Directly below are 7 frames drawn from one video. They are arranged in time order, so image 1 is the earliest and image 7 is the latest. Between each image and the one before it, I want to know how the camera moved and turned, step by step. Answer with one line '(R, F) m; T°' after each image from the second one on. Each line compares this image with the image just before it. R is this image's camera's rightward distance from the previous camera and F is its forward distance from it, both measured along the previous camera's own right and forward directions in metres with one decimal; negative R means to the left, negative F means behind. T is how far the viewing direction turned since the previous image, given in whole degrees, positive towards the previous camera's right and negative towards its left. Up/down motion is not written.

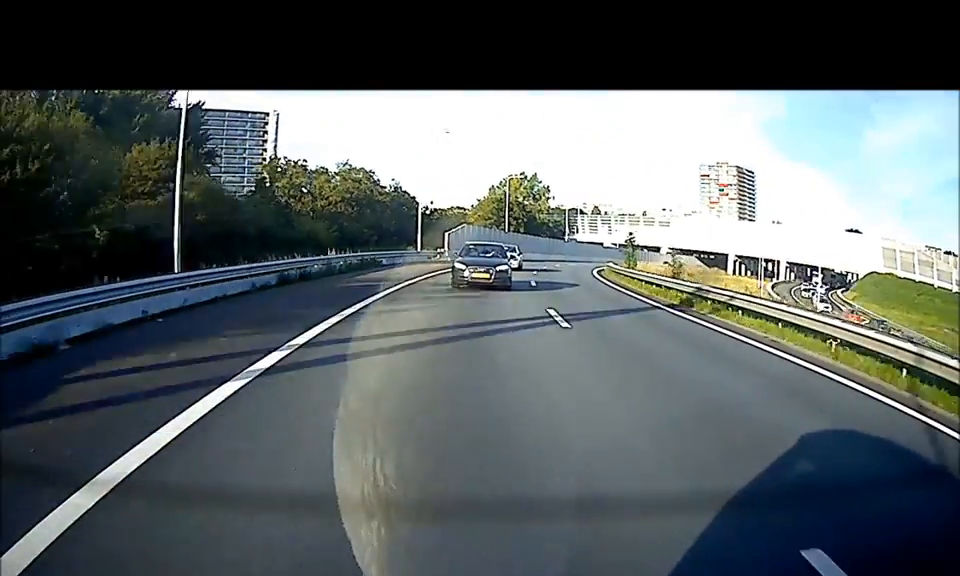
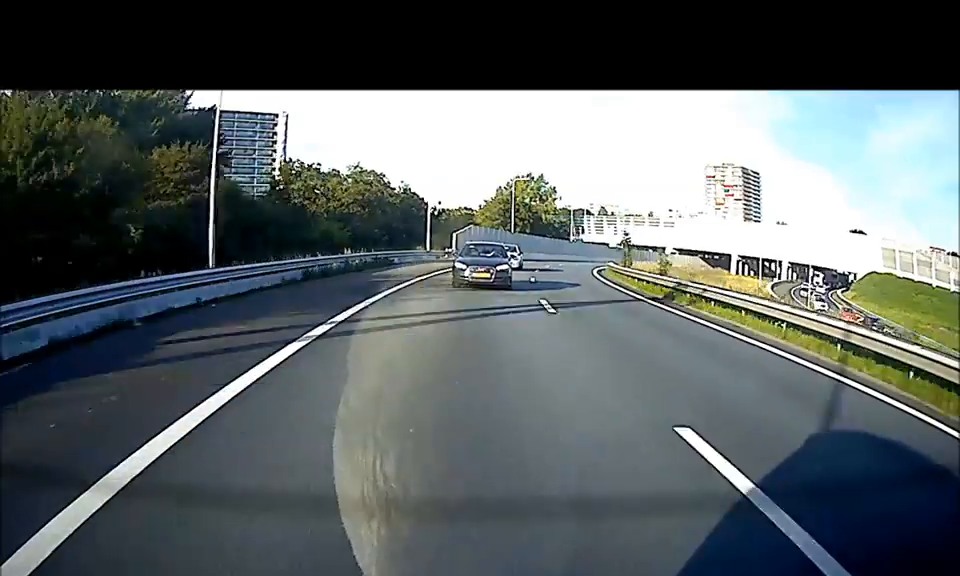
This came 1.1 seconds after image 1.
(-0.6, +20.9) m; -4°
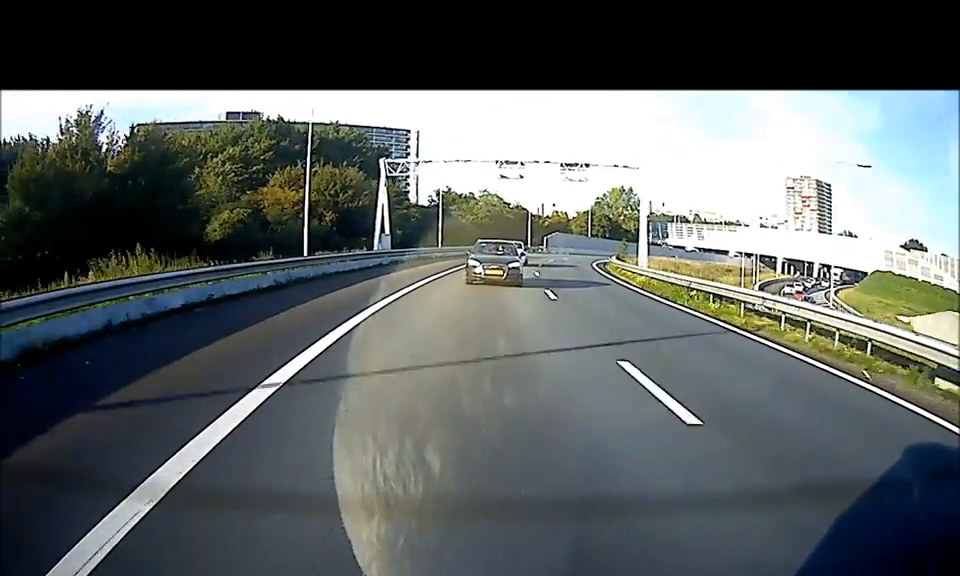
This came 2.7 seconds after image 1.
(-3.0, +33.1) m; -9°
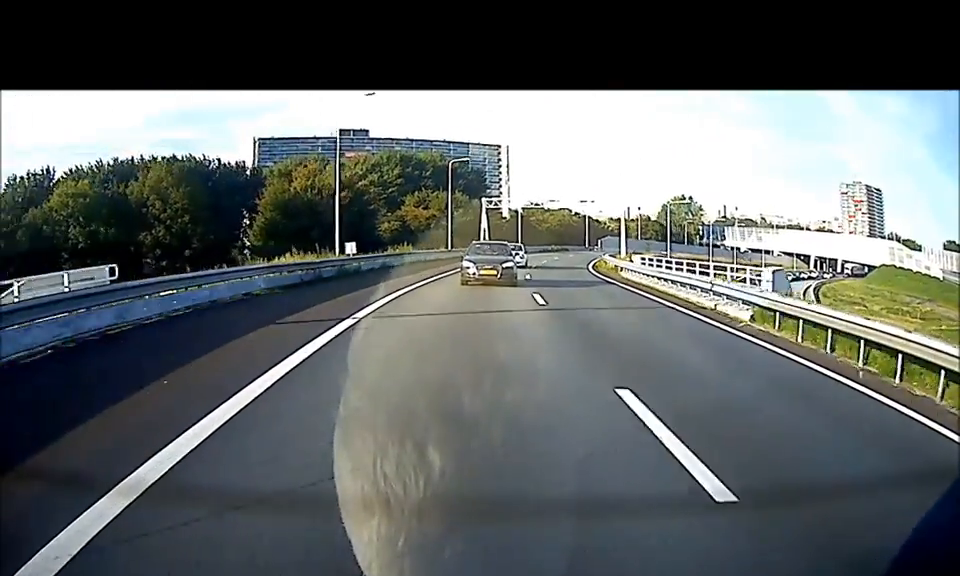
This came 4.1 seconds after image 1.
(-2.1, +33.7) m; -8°
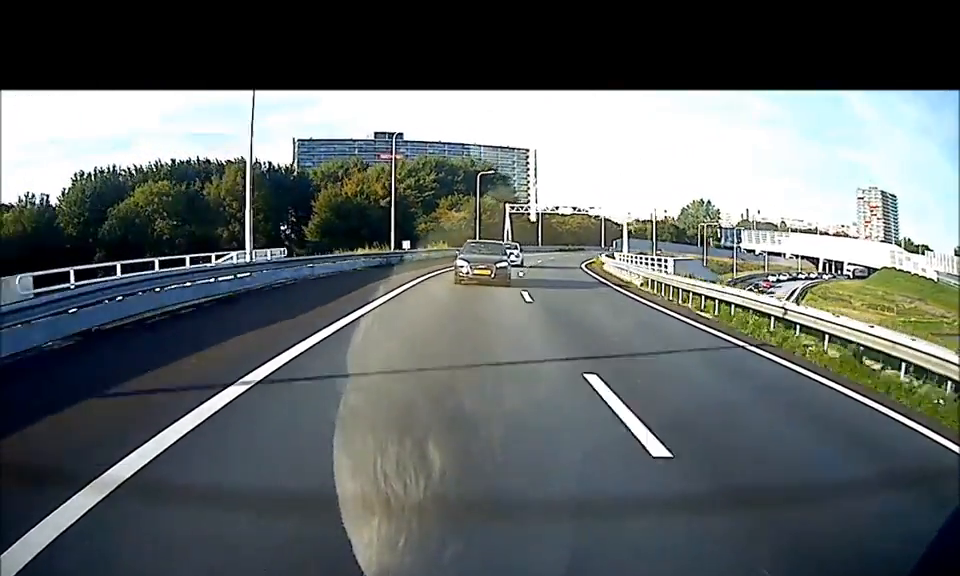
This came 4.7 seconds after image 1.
(-0.7, +13.8) m; -3°
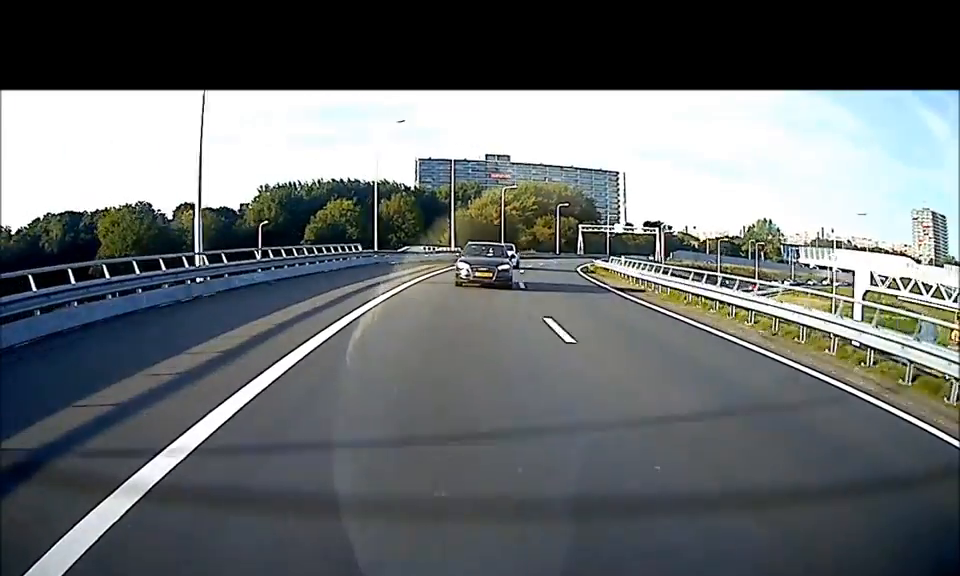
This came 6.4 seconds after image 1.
(-3.1, +43.6) m; -9°
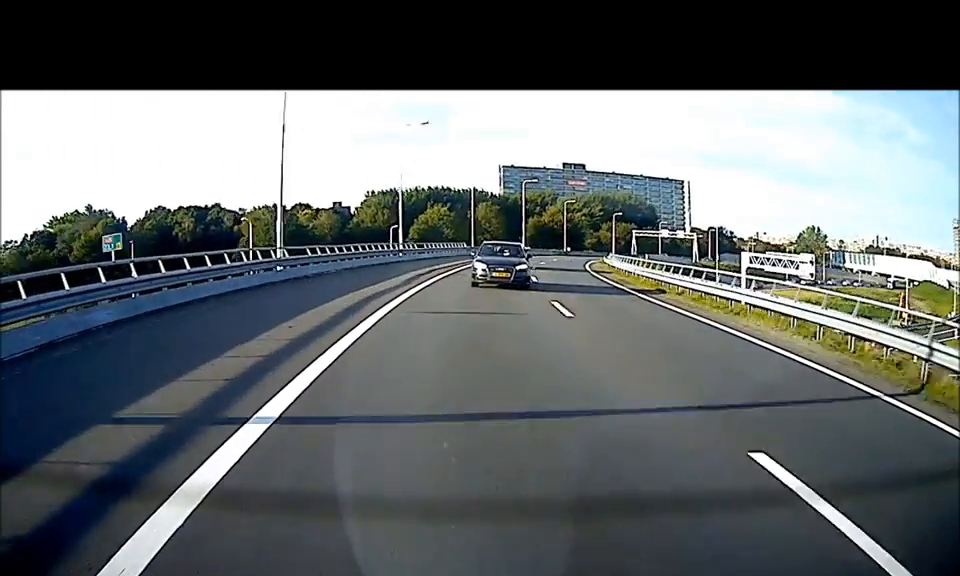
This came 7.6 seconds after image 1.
(-1.3, +31.4) m; -7°
